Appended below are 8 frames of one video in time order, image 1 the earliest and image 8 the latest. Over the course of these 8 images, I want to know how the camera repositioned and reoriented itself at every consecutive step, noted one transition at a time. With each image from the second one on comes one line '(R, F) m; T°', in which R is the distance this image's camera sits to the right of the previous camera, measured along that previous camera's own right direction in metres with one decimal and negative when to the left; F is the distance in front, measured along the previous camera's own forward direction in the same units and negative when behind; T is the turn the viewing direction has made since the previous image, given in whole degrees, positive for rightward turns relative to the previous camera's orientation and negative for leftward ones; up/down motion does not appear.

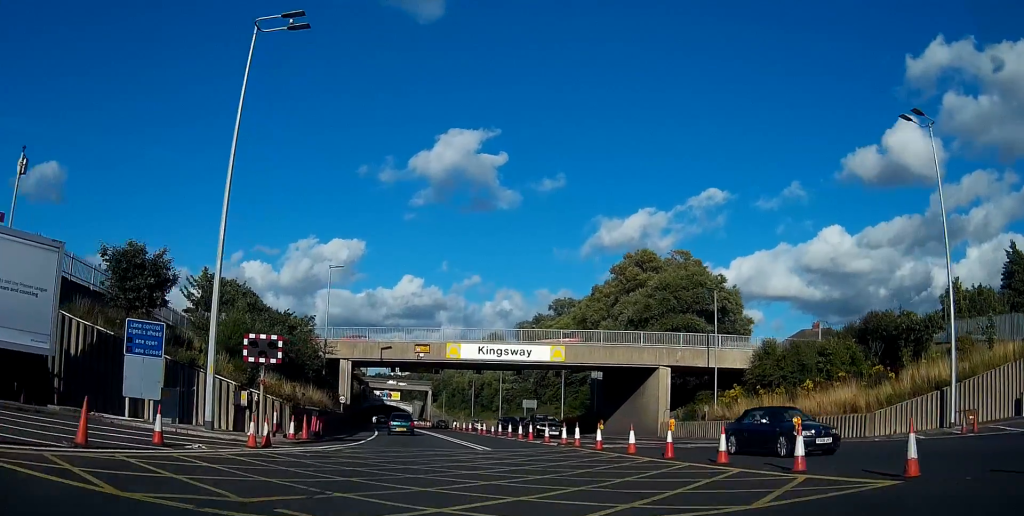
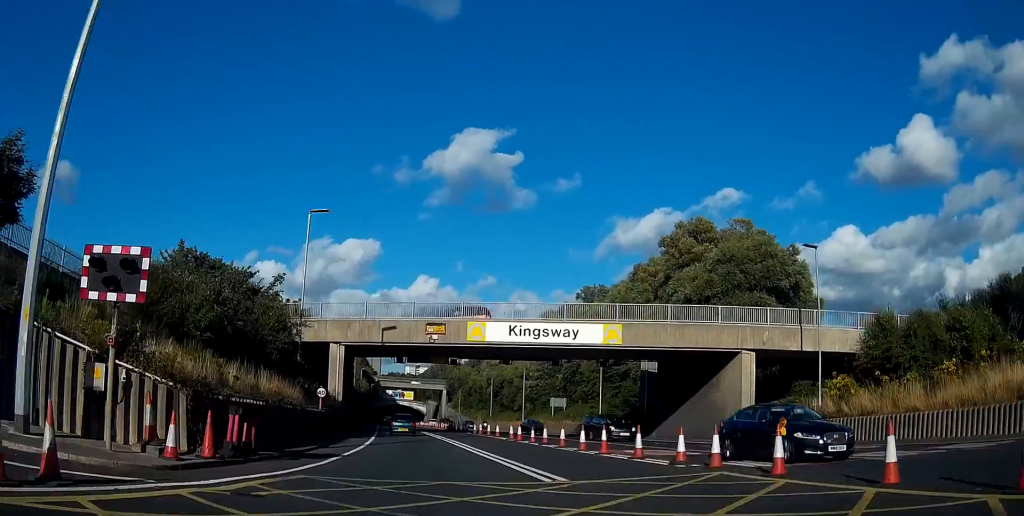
(-0.2, +14.0) m; -1°
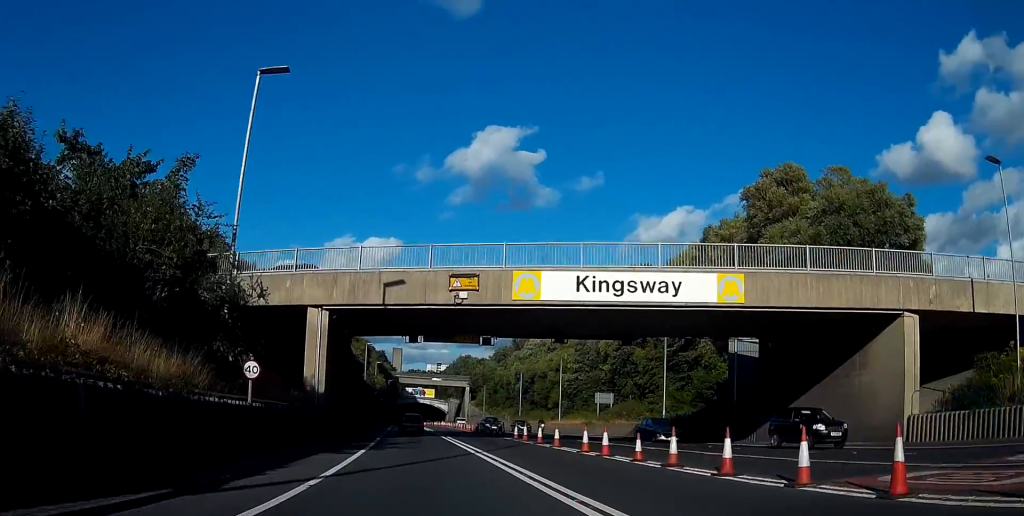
(-0.3, +15.8) m; -2°
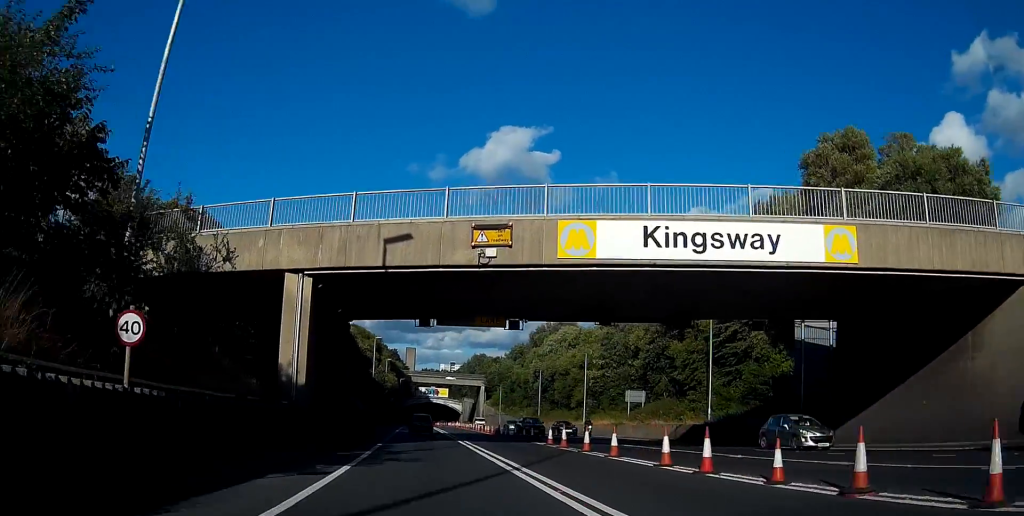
(0.0, +8.0) m; -1°
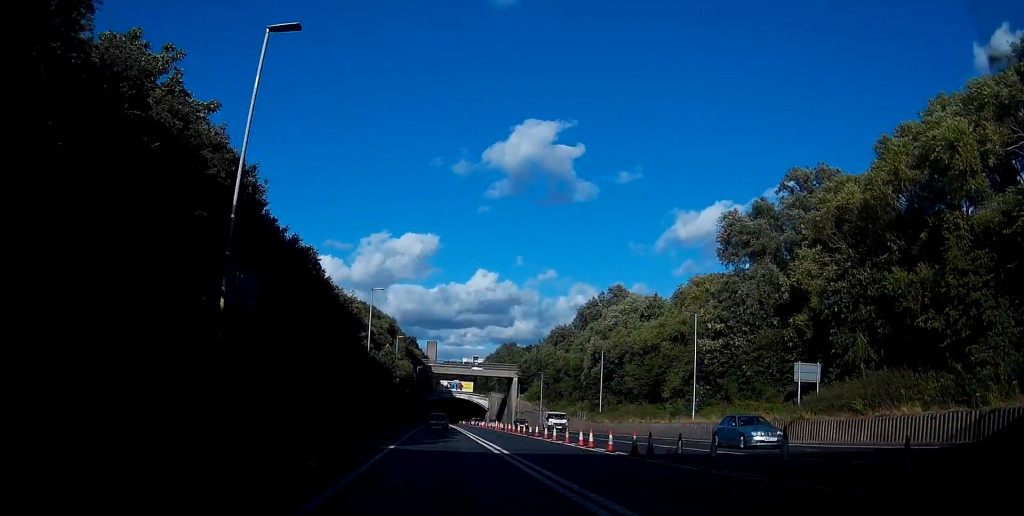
(-0.2, +33.7) m; -2°
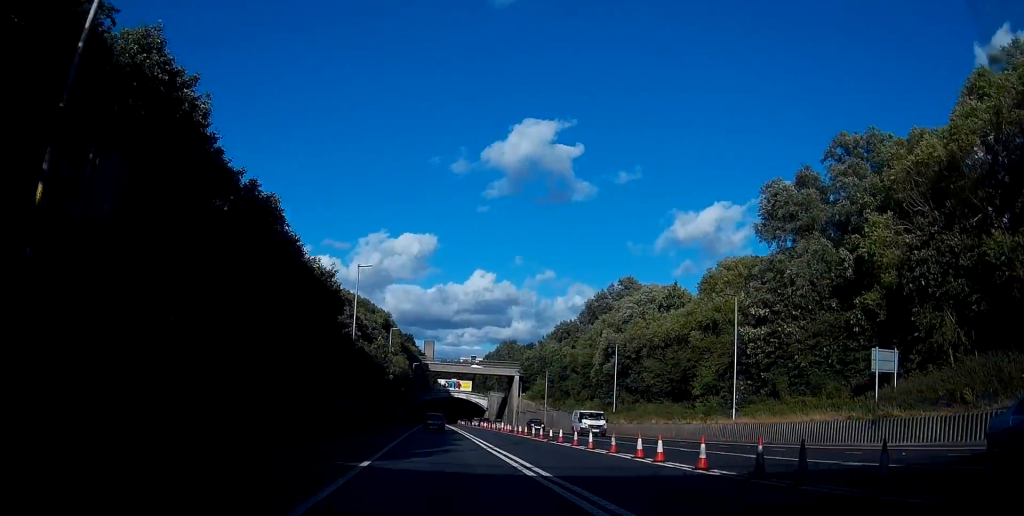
(-0.2, +9.2) m; -1°
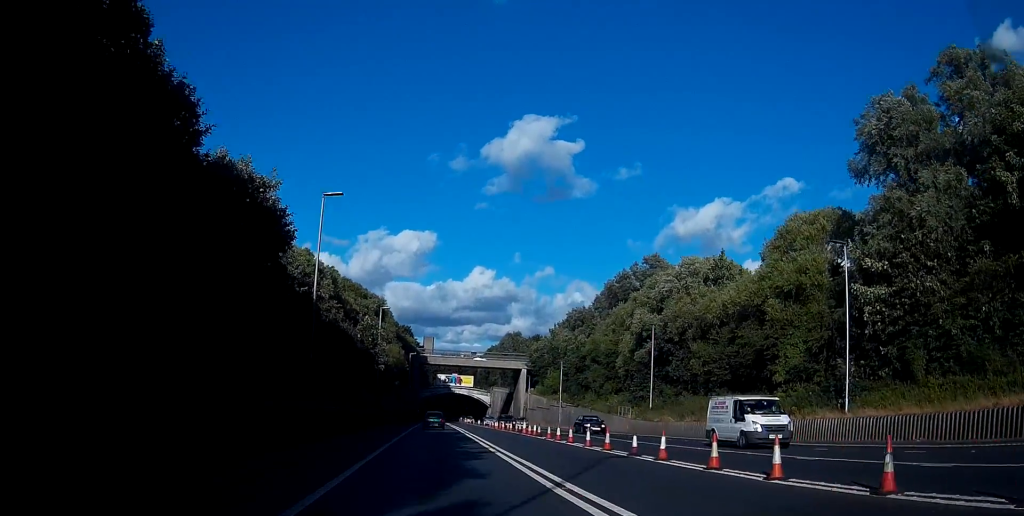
(-0.2, +15.9) m; 0°
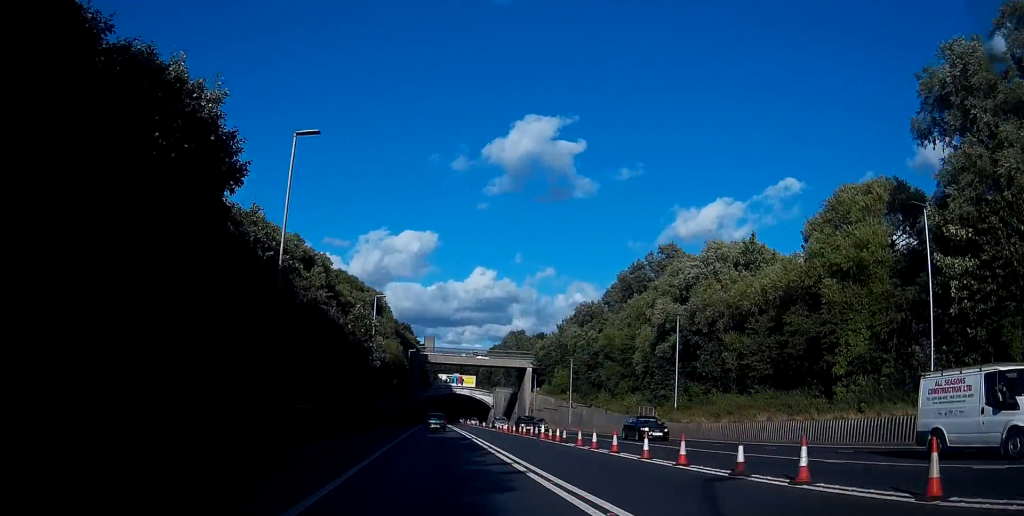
(0.0, +7.8) m; 0°
